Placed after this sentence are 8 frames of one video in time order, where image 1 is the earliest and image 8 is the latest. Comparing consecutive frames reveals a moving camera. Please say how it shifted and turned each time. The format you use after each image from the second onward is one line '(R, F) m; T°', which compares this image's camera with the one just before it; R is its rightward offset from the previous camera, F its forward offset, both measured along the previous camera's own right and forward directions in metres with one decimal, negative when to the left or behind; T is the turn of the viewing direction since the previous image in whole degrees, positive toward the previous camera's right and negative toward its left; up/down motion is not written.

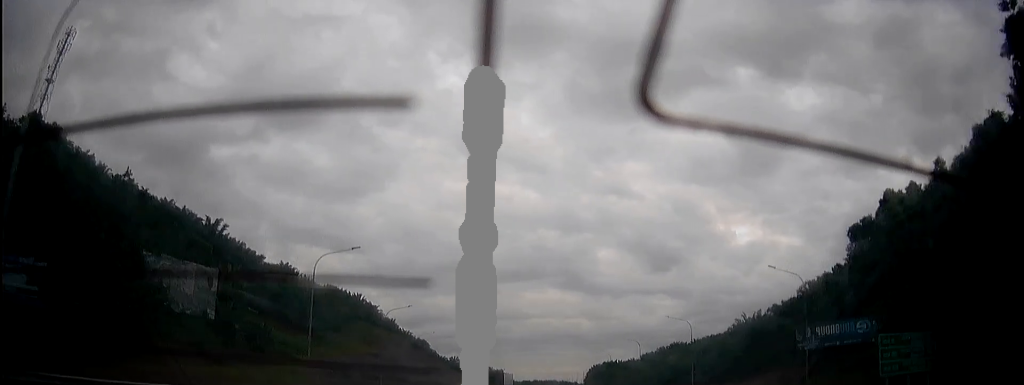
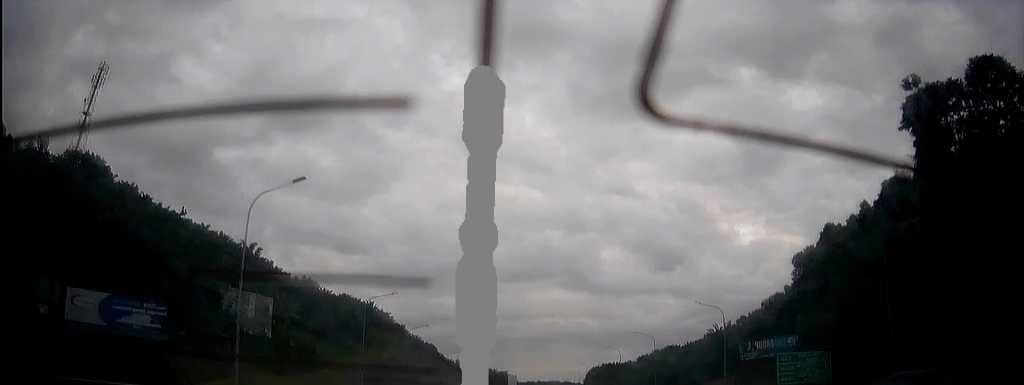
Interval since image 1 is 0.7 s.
(+0.1, +20.1) m; 0°
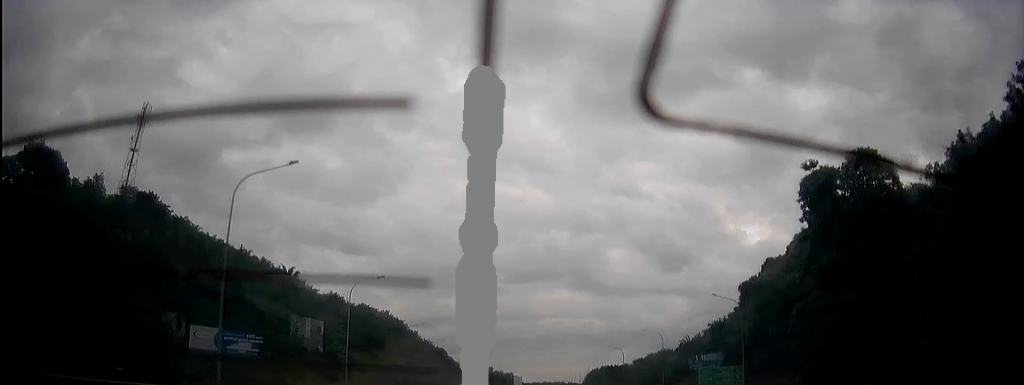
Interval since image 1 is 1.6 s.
(+0.1, +26.0) m; +1°
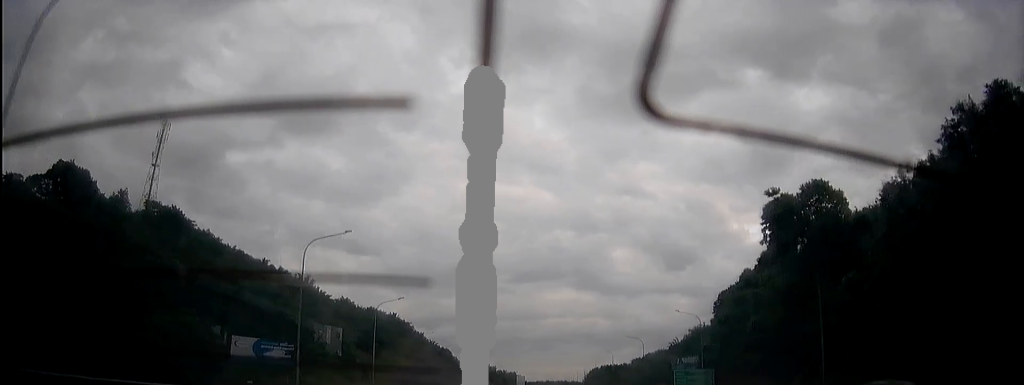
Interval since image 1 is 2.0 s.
(+0.1, +13.0) m; 0°
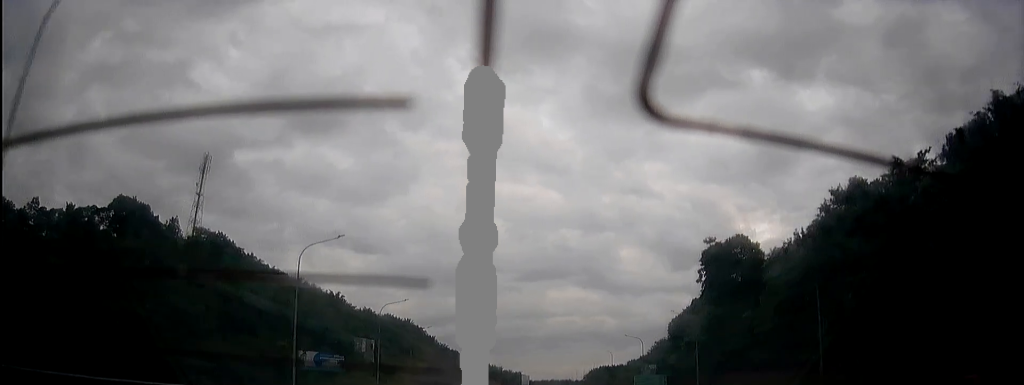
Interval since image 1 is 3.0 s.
(+0.2, +30.8) m; +1°
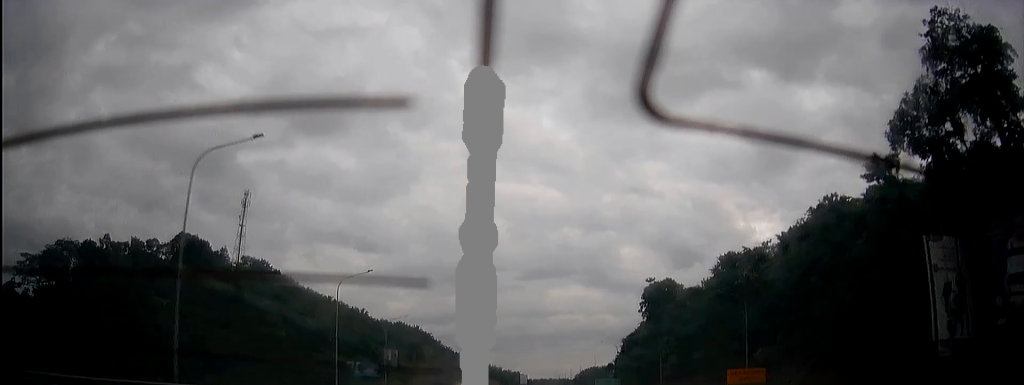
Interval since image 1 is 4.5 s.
(+0.3, +43.8) m; +1°
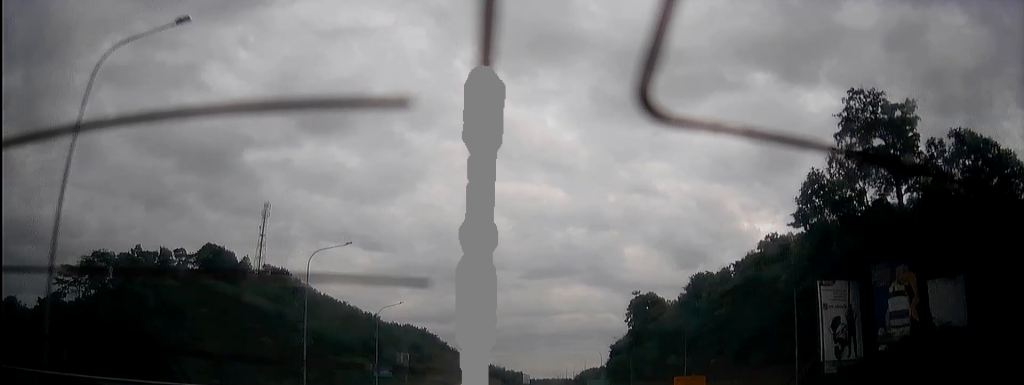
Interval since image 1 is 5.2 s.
(0.0, +20.1) m; 0°
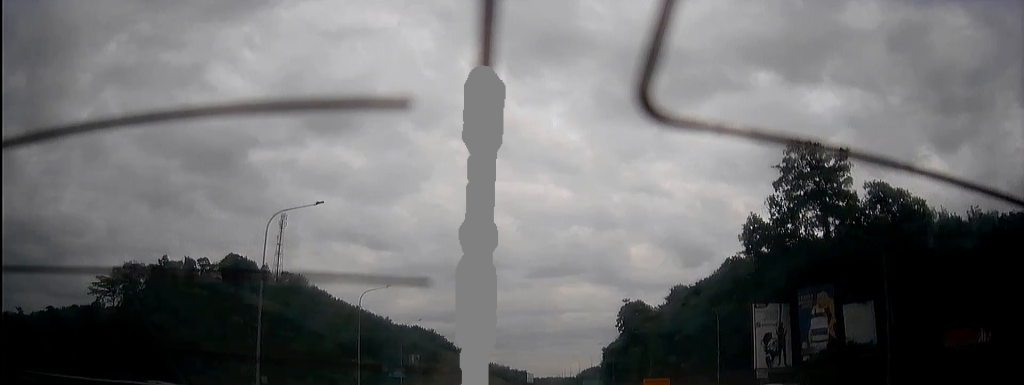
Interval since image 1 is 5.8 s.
(+0.1, +17.7) m; 0°
